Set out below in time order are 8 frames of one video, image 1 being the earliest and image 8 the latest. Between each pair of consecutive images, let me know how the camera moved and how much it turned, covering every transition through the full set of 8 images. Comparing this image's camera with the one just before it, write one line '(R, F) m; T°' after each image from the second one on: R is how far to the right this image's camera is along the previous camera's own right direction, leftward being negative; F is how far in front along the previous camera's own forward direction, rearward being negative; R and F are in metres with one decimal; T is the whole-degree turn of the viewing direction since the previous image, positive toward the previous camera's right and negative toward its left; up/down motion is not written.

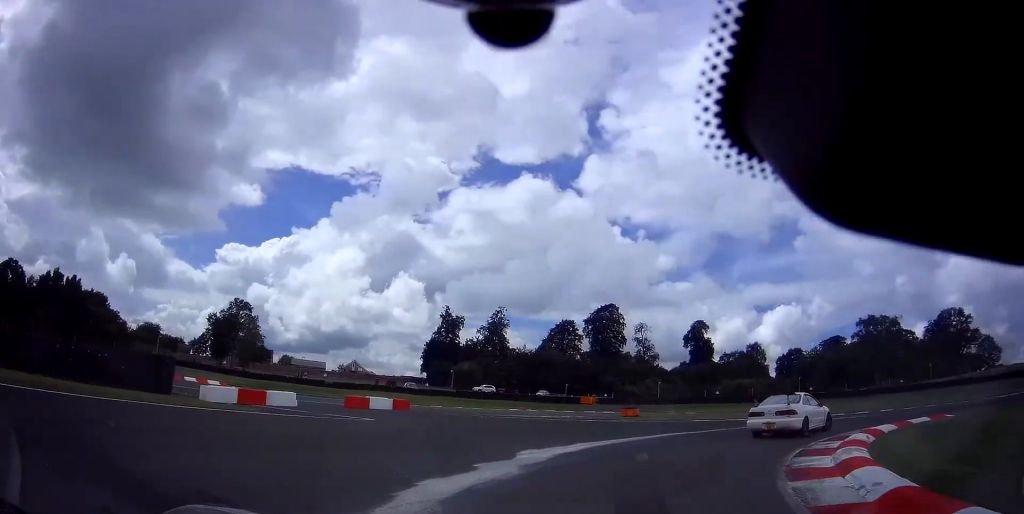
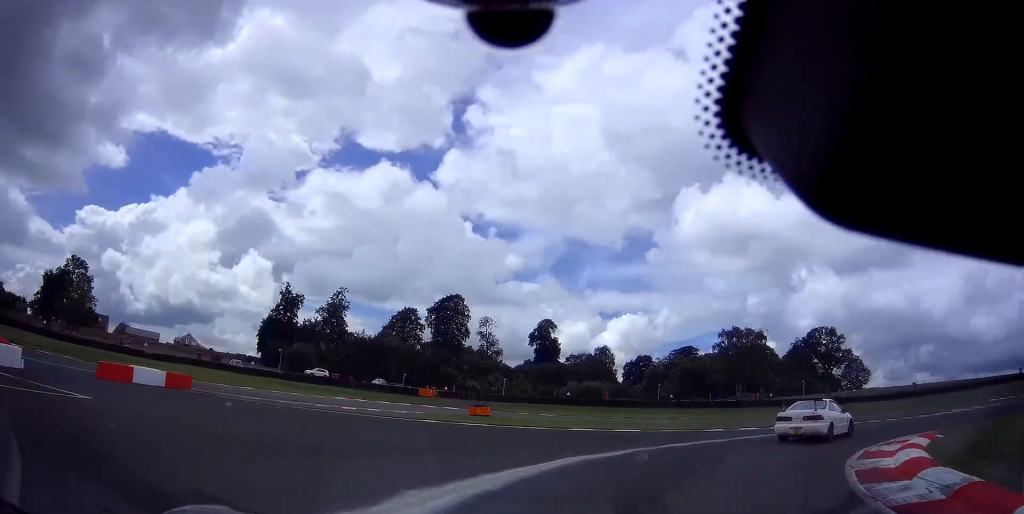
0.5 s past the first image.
(+0.2, +6.4) m; +17°
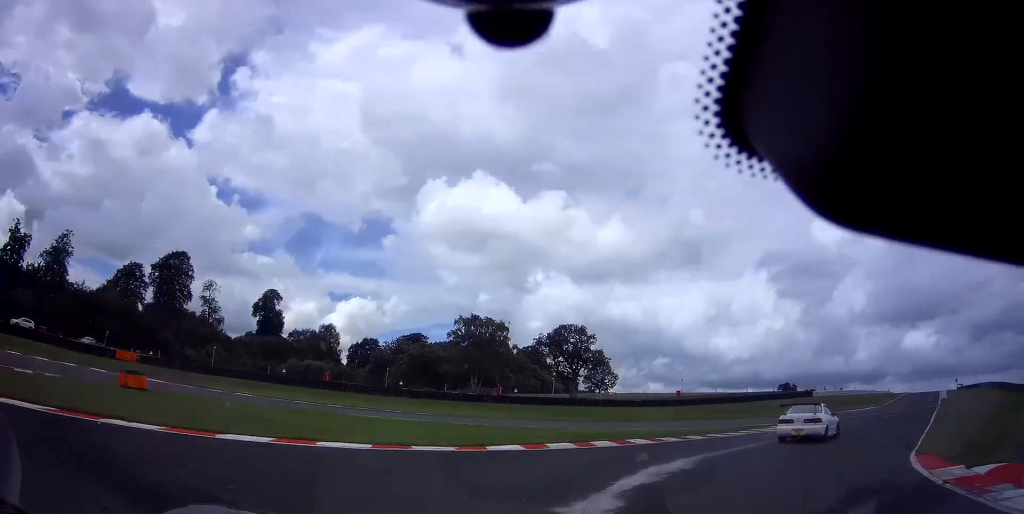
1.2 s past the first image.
(+2.9, +9.7) m; +29°
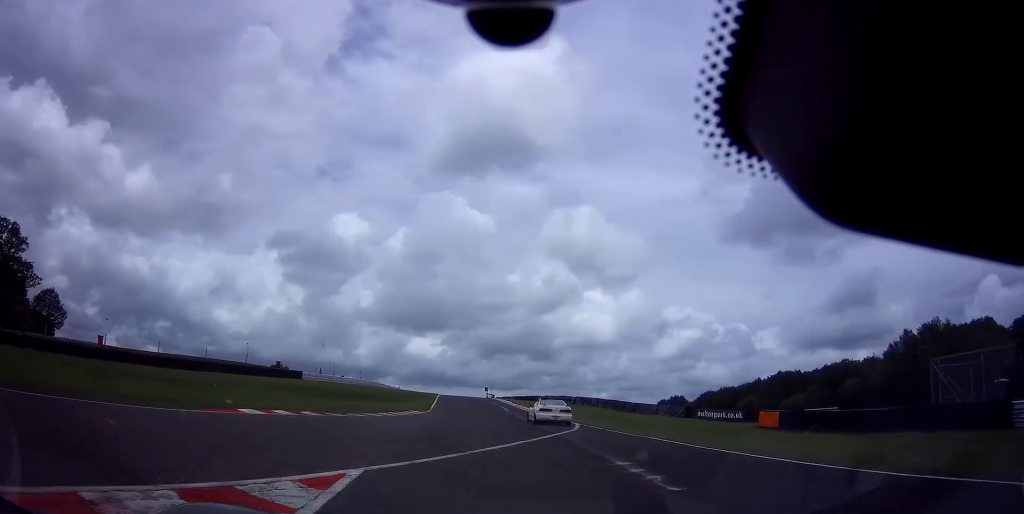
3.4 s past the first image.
(+17.8, +26.3) m; +50°
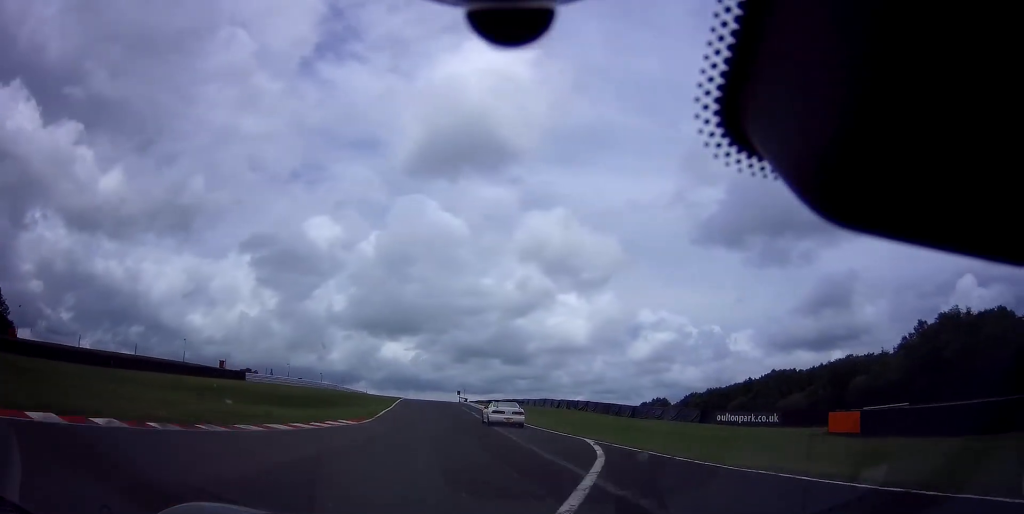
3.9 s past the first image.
(+0.5, +10.3) m; +1°
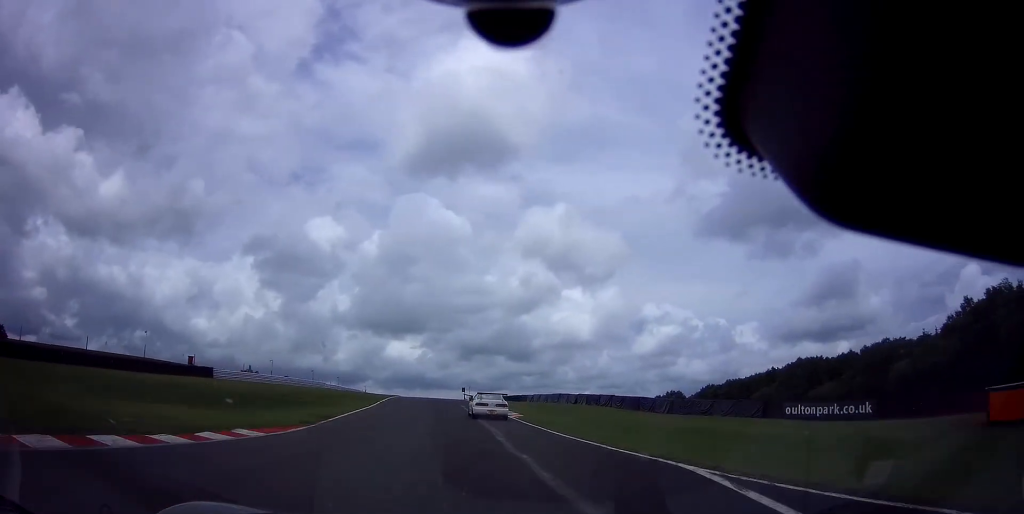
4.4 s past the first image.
(+0.3, +9.0) m; +1°
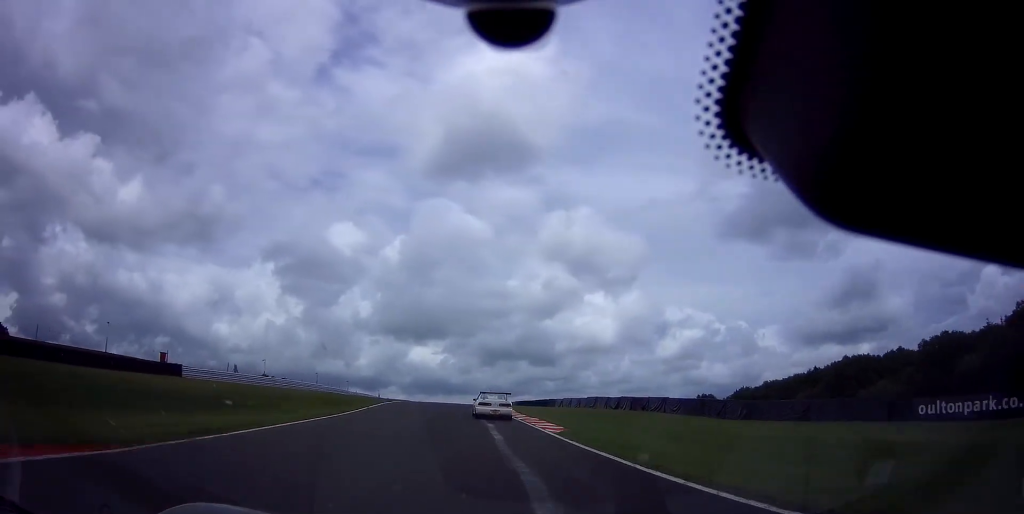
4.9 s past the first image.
(-0.2, +9.9) m; -1°
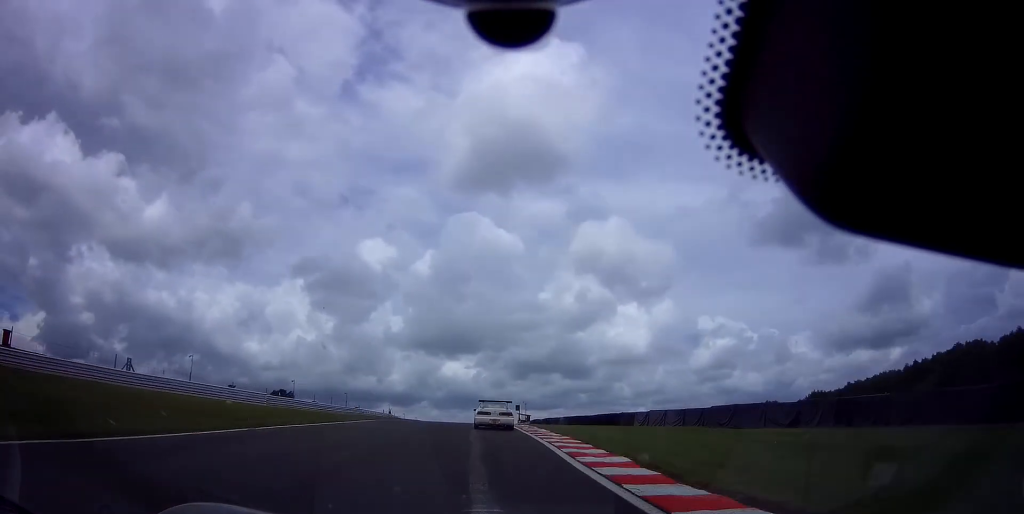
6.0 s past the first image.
(-0.7, +24.9) m; -3°
